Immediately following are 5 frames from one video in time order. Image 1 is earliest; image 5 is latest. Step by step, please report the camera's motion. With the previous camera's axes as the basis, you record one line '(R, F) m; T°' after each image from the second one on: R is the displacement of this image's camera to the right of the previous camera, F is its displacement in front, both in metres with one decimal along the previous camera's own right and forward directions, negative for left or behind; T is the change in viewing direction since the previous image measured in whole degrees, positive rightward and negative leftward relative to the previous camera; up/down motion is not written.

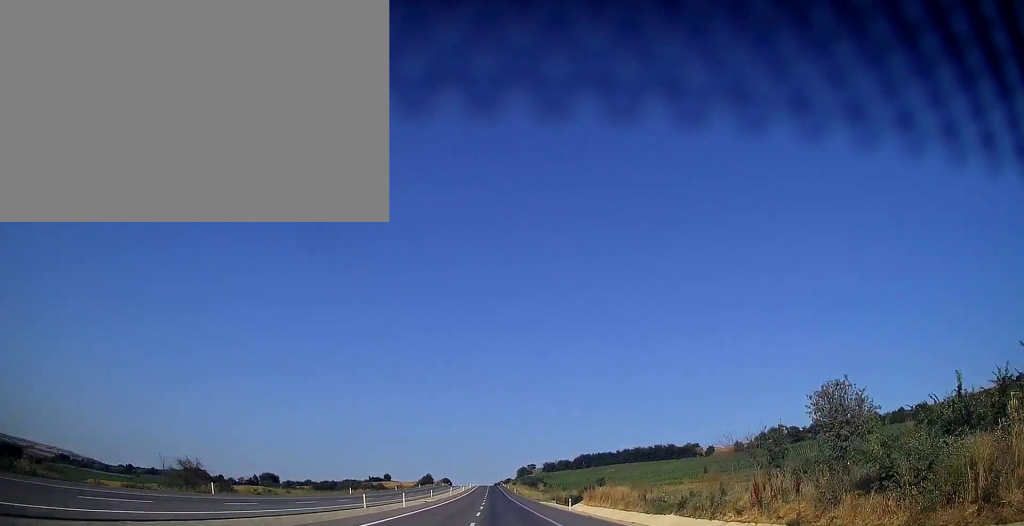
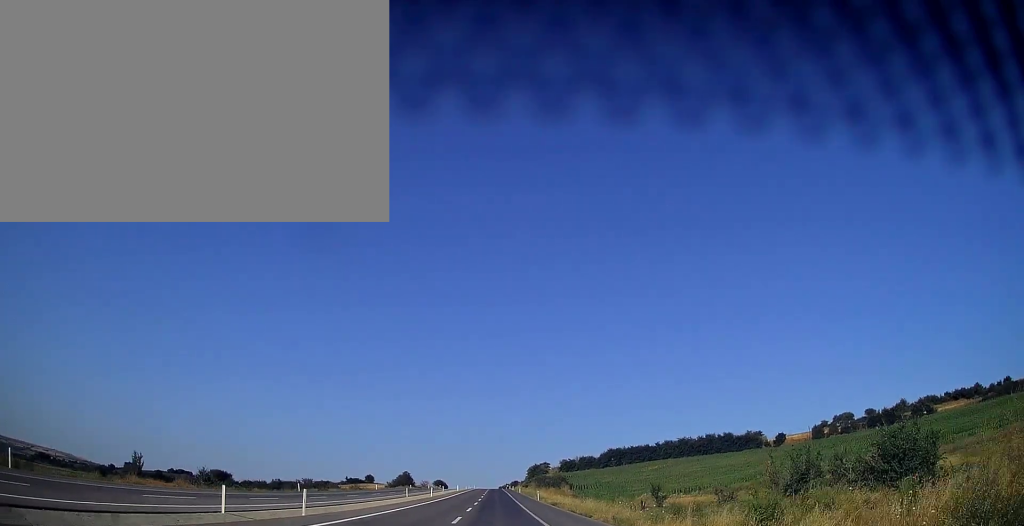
(-0.3, +70.3) m; 0°
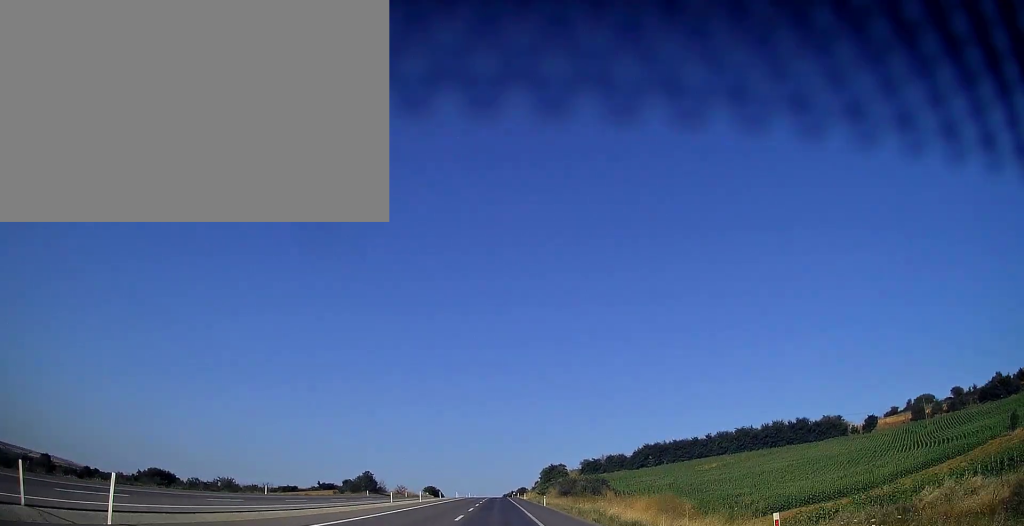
(0.0, +56.5) m; 0°
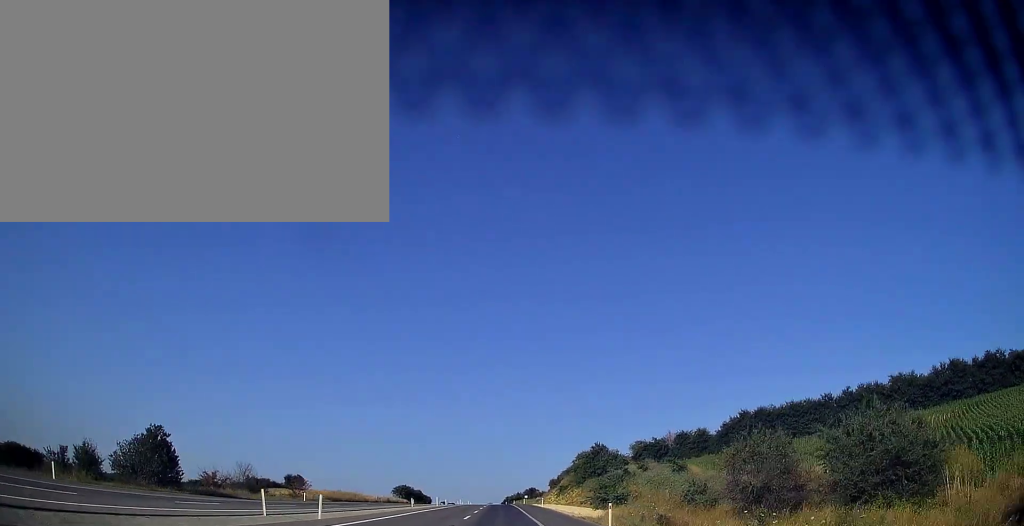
(-0.3, +79.2) m; 0°
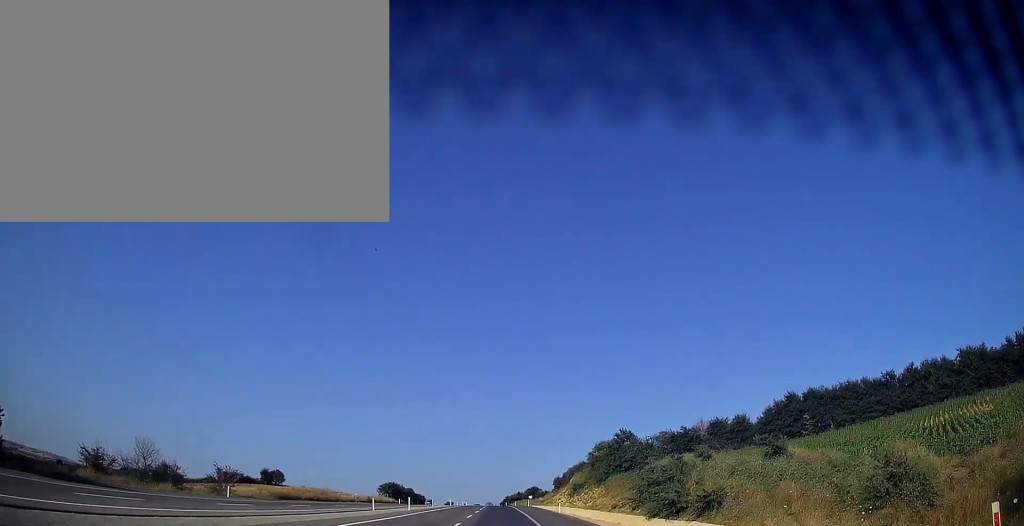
(0.0, +20.5) m; 0°
